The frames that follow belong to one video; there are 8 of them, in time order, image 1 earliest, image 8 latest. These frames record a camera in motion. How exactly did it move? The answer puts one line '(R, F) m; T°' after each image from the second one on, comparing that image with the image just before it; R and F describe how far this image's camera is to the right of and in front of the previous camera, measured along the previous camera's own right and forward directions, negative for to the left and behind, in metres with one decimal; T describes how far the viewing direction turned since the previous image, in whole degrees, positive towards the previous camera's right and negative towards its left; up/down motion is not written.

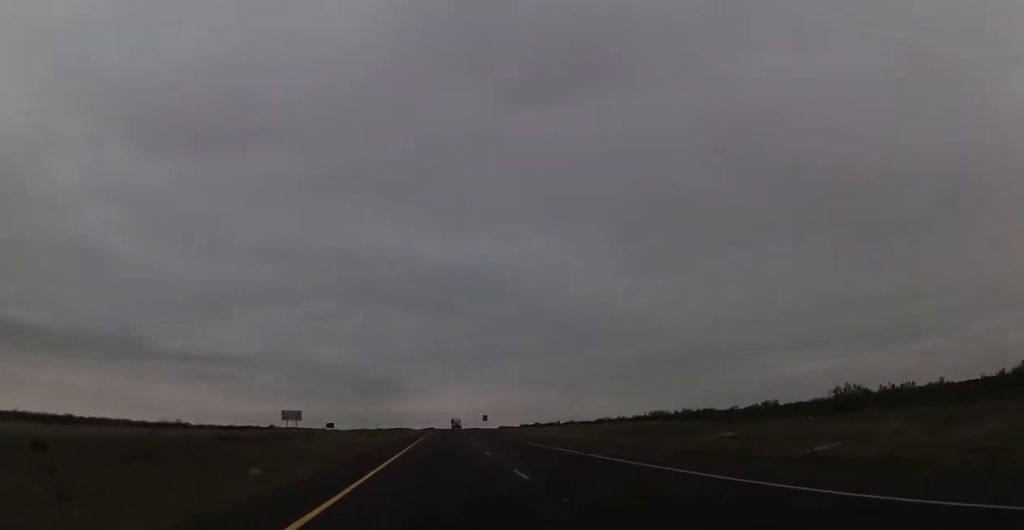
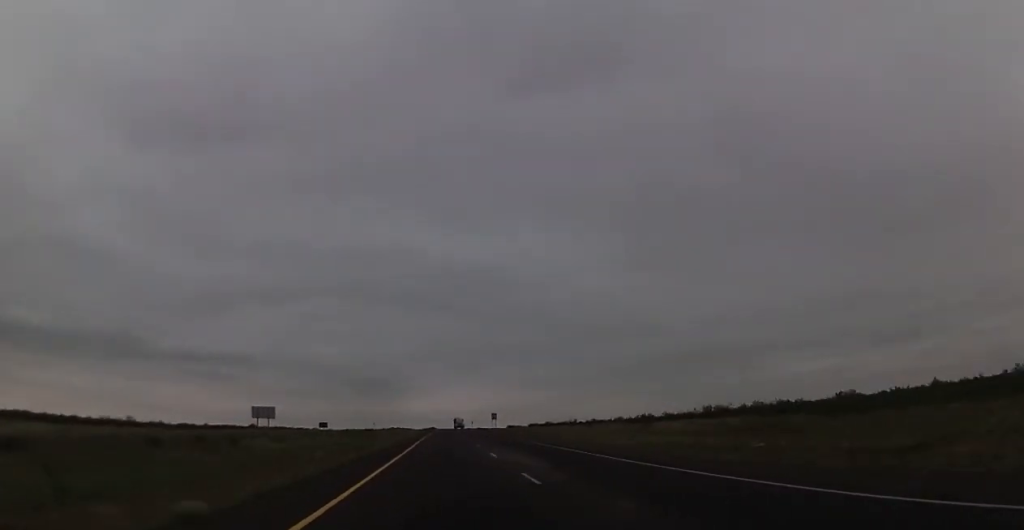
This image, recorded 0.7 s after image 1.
(0.0, +25.7) m; 0°
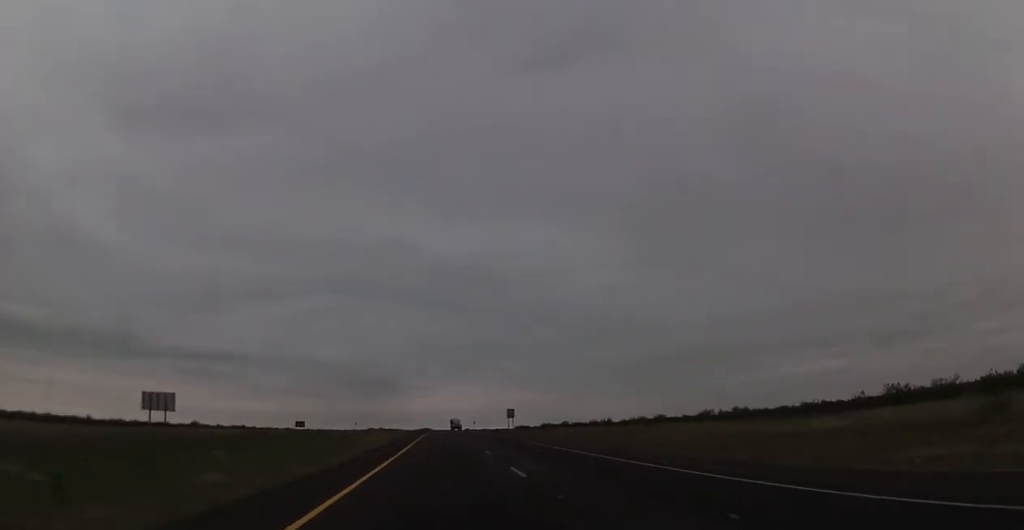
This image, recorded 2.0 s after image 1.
(0.0, +46.4) m; 0°
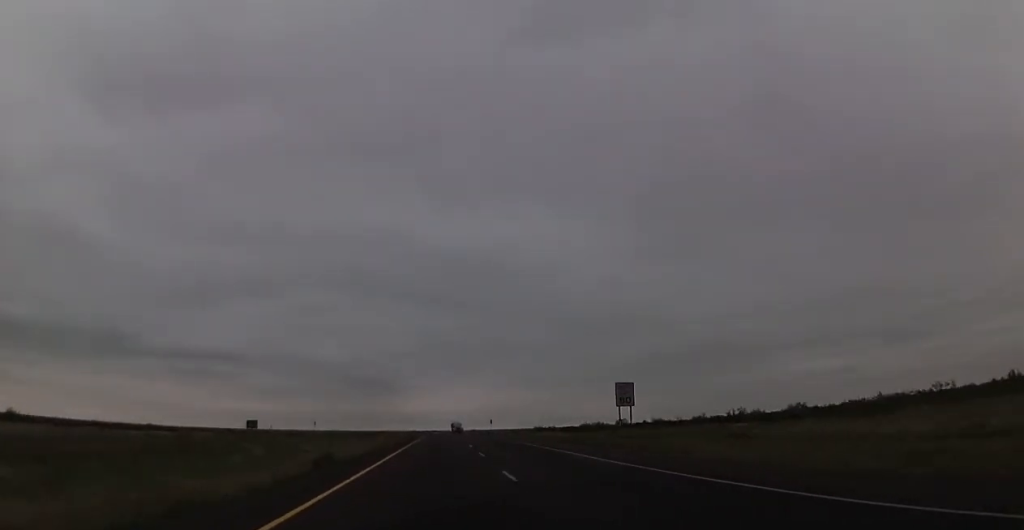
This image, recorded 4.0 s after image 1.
(0.0, +73.4) m; 0°
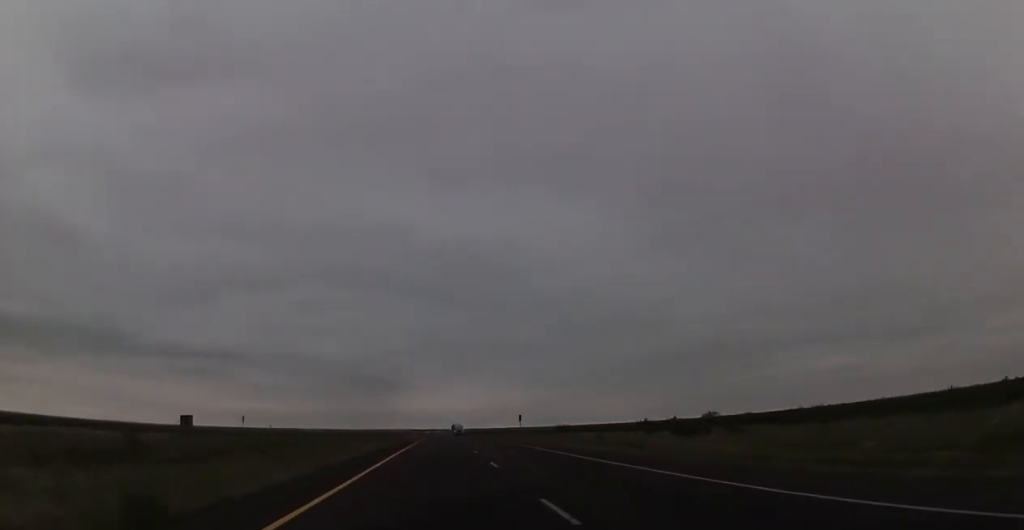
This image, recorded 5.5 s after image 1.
(0.0, +55.0) m; 0°
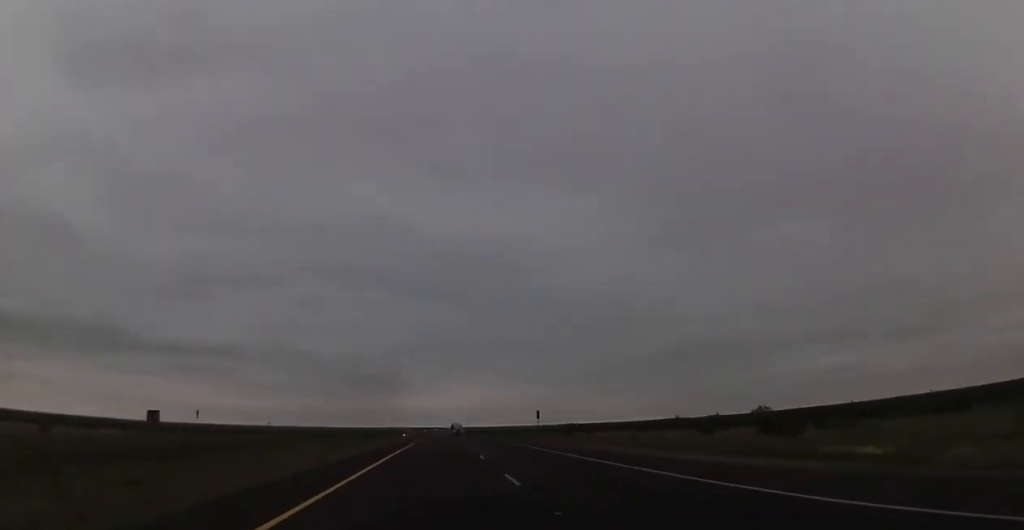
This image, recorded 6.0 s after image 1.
(0.0, +18.3) m; 0°
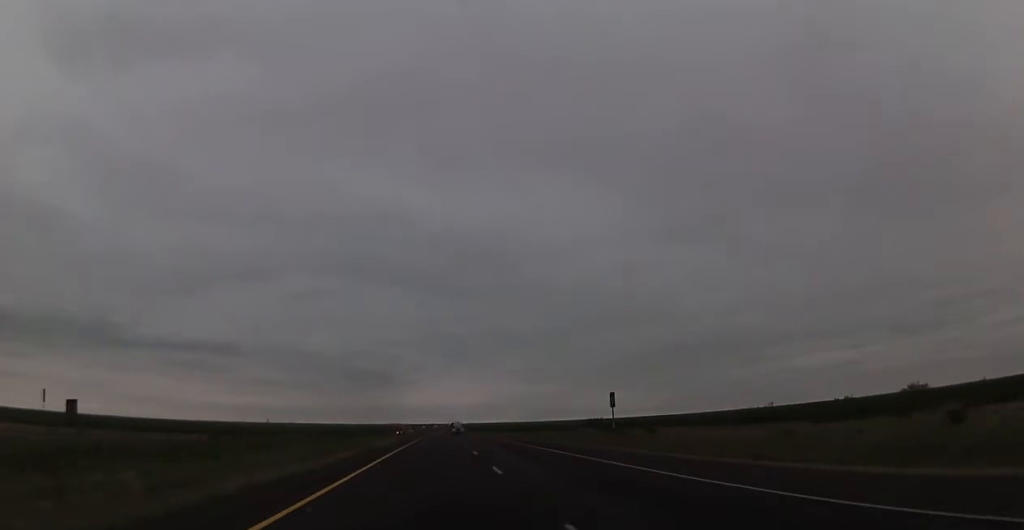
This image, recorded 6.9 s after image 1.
(0.0, +33.0) m; 0°
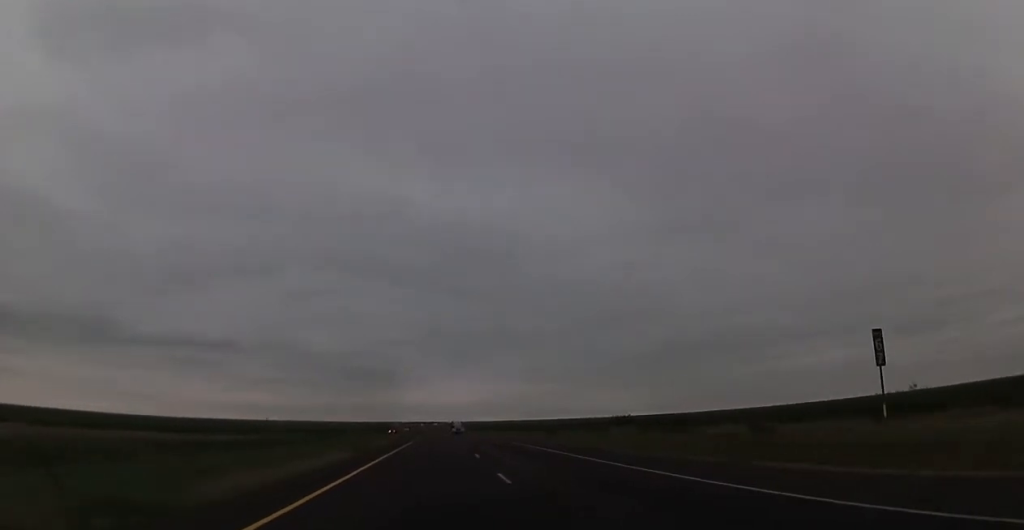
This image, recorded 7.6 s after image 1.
(0.0, +26.9) m; 0°
